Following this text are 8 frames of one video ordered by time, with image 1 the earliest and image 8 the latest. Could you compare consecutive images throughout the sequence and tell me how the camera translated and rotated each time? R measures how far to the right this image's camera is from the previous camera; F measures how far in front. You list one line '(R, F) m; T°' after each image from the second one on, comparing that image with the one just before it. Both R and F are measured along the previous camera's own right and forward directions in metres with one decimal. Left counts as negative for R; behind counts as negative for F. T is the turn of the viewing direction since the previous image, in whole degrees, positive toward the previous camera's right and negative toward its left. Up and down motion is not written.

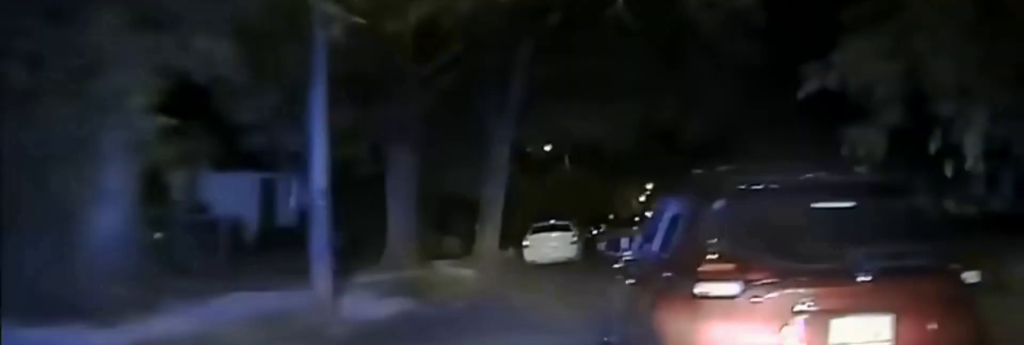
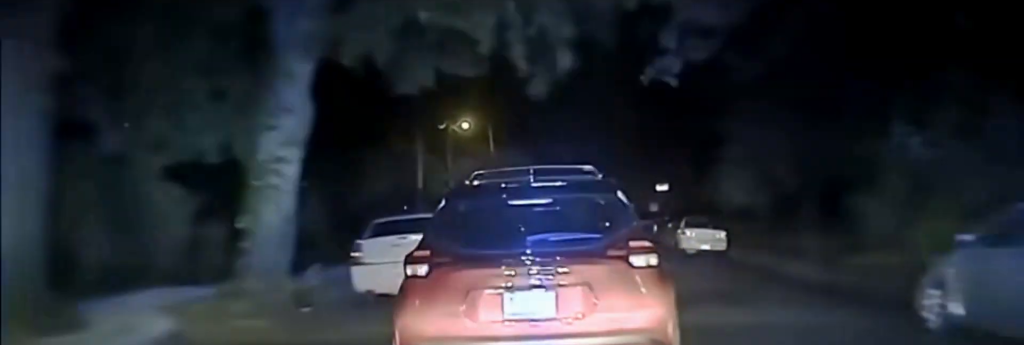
(-0.6, +9.7) m; -3°
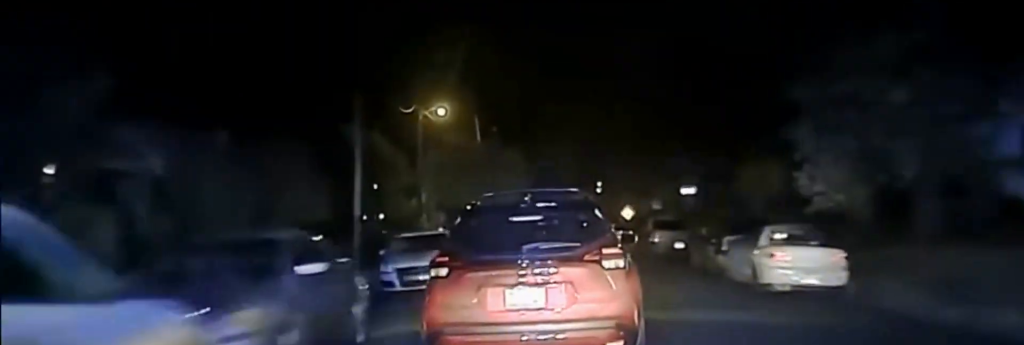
(+0.1, +10.7) m; +2°
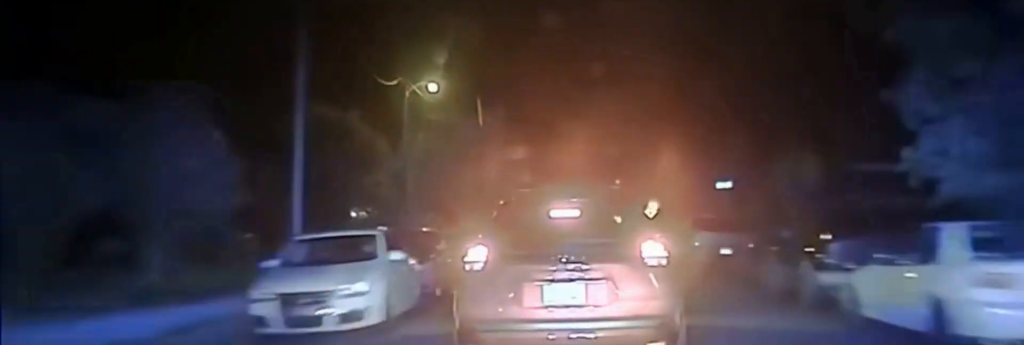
(+0.1, +6.0) m; +1°
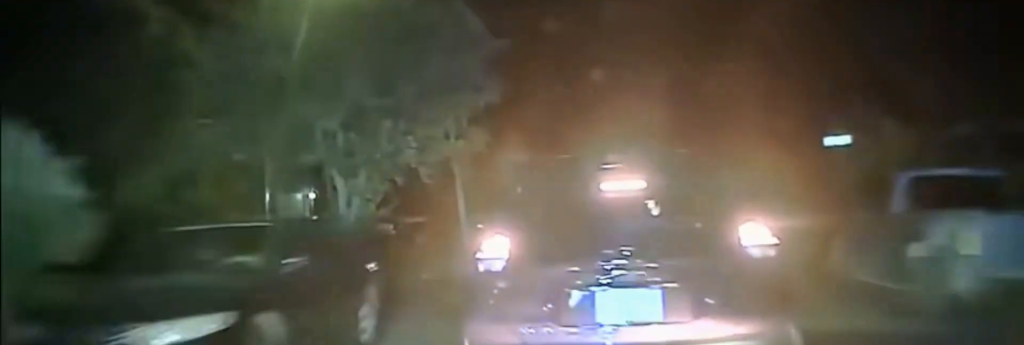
(+0.2, +17.9) m; 0°
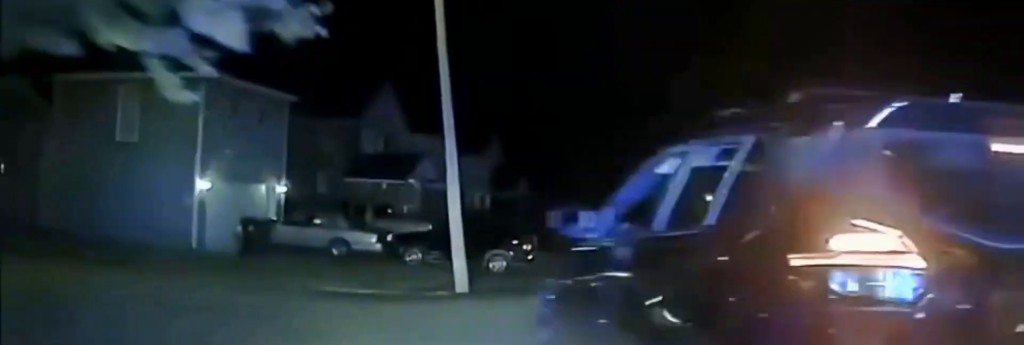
(-0.2, +19.8) m; -1°
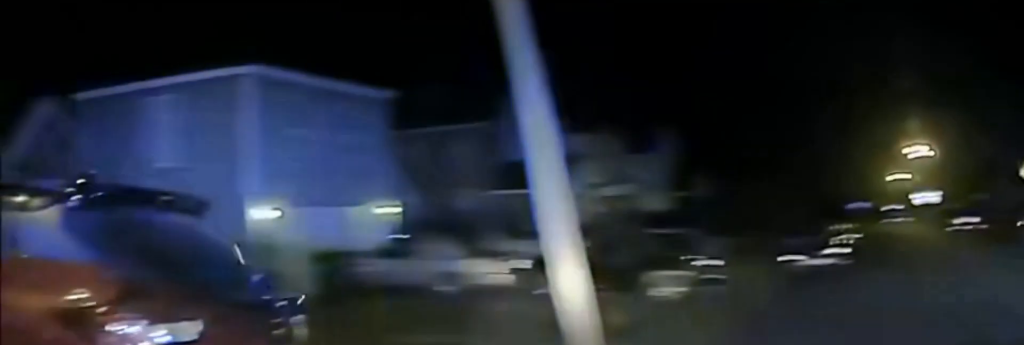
(-0.1, +12.2) m; -6°
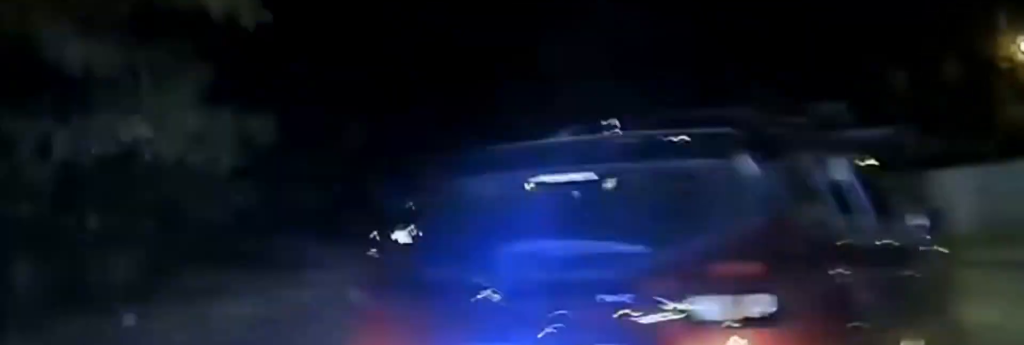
(-2.8, +8.8) m; -51°
